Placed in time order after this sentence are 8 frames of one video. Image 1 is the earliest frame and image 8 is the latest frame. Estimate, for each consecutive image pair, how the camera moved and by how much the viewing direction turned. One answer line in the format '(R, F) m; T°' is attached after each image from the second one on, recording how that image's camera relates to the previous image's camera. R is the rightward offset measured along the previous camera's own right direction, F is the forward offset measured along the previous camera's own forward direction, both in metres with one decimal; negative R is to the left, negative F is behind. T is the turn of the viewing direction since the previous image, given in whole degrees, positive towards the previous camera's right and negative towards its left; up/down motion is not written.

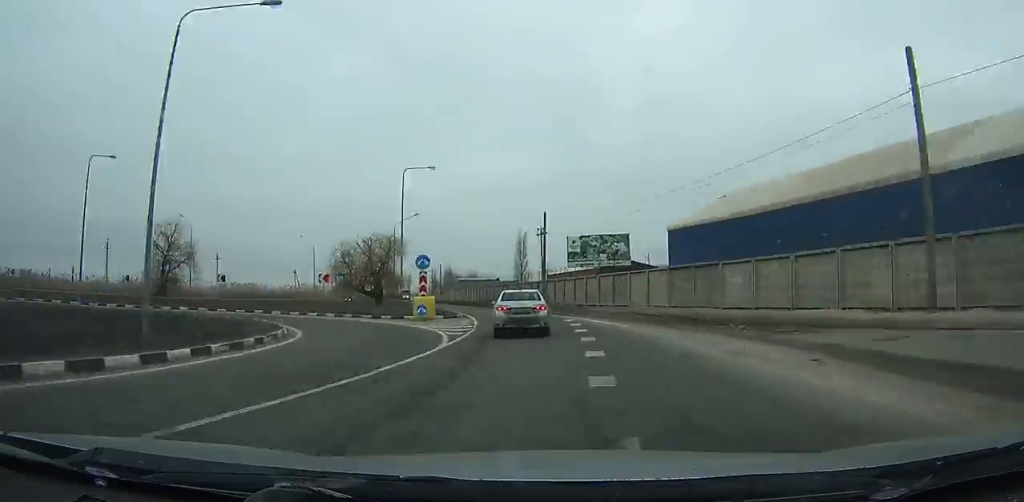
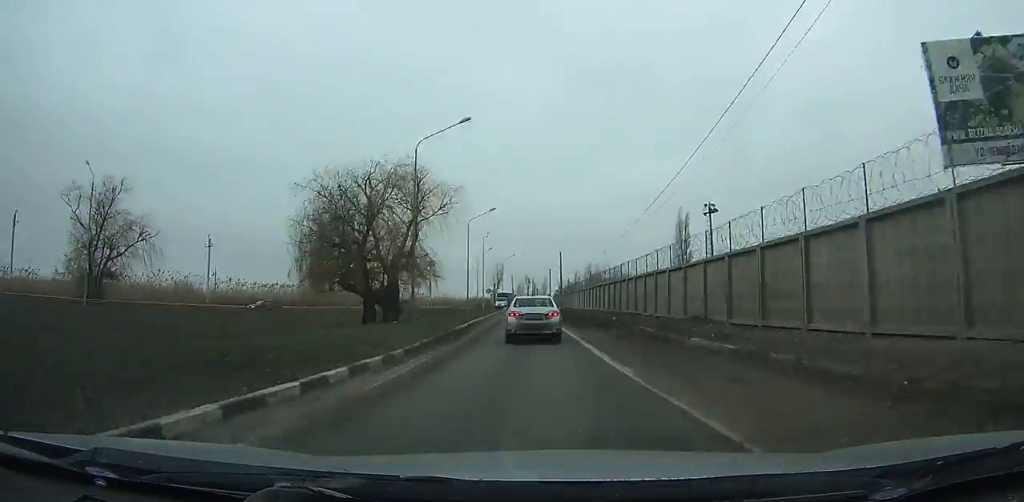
(-3.9, +44.8) m; -8°
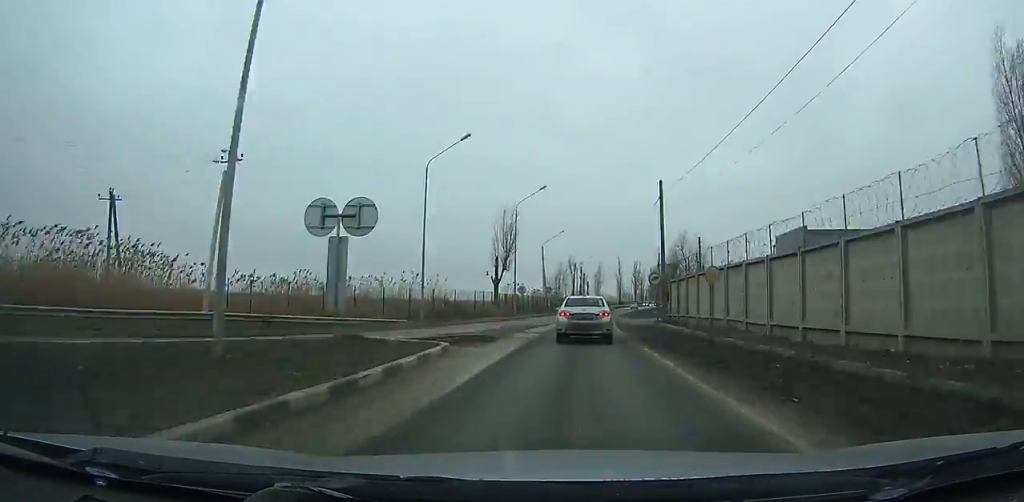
(-4.8, +82.6) m; 0°
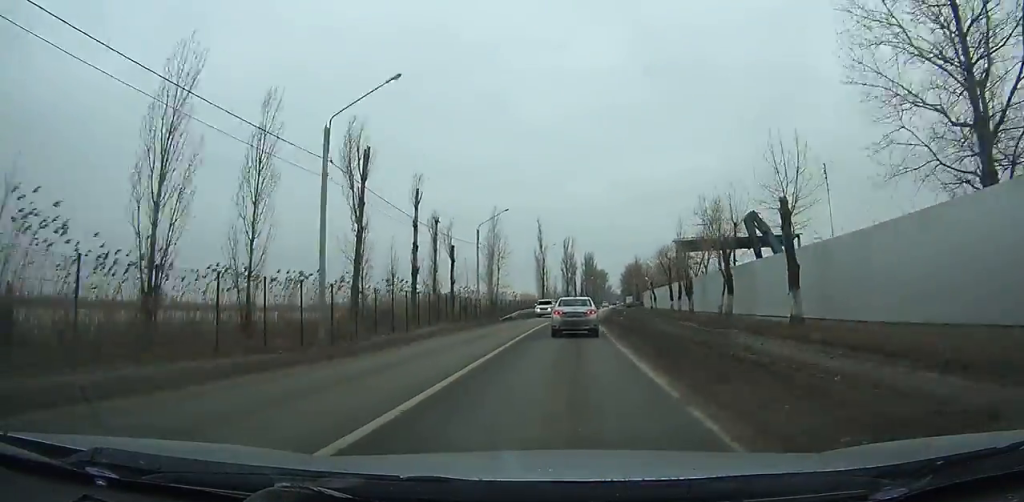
(+5.9, +94.4) m; +6°
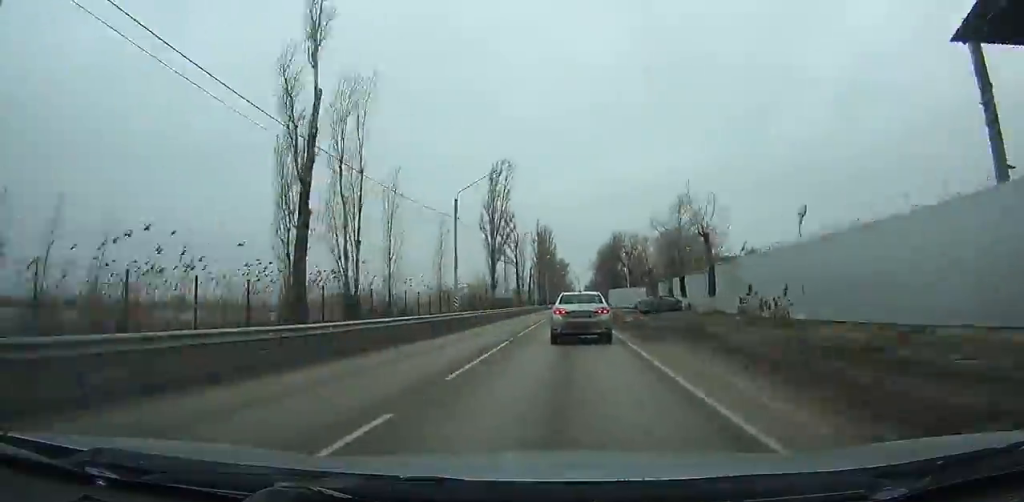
(+2.5, +82.4) m; +2°
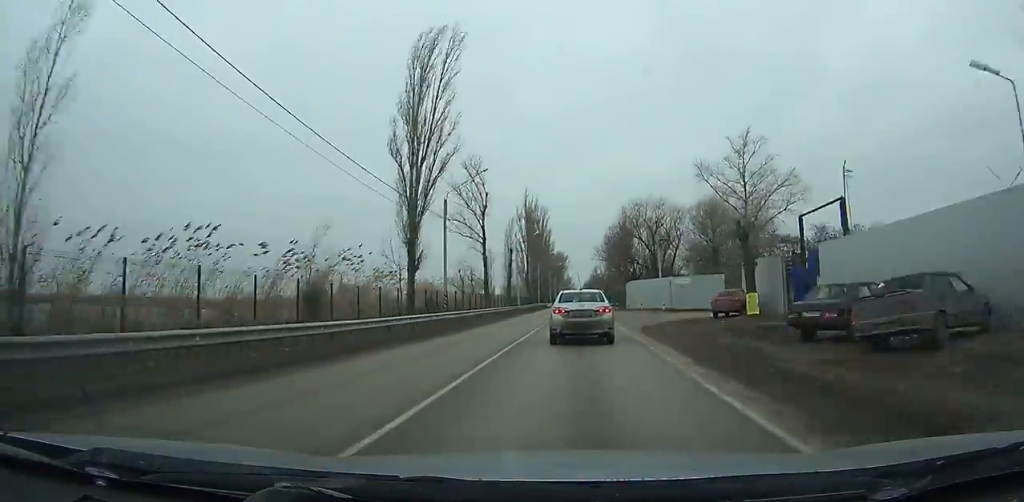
(-0.4, +35.7) m; 0°
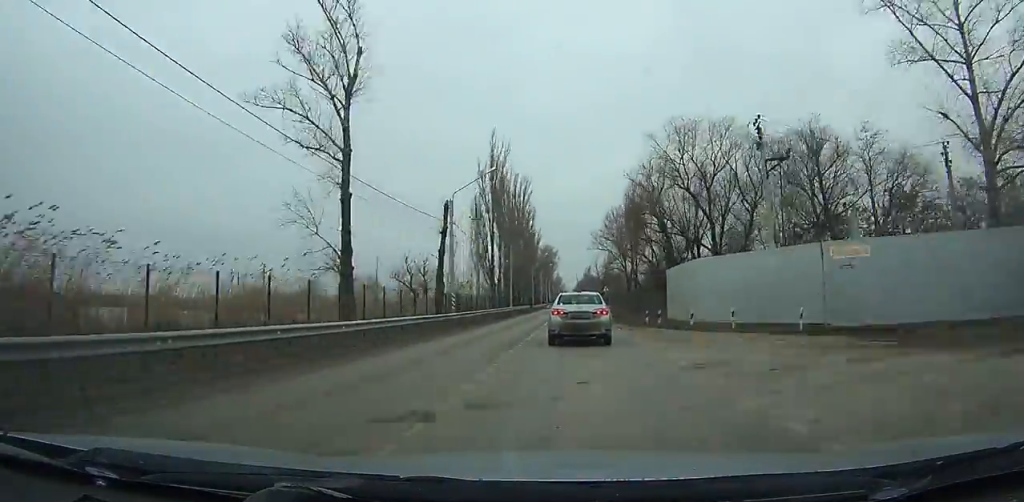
(+0.2, +37.6) m; +1°
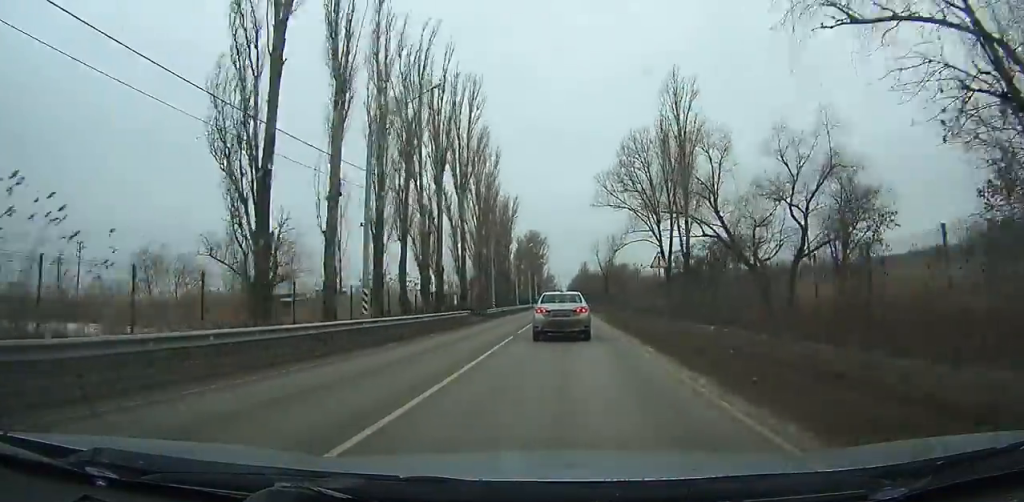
(+0.4, +51.0) m; 0°
